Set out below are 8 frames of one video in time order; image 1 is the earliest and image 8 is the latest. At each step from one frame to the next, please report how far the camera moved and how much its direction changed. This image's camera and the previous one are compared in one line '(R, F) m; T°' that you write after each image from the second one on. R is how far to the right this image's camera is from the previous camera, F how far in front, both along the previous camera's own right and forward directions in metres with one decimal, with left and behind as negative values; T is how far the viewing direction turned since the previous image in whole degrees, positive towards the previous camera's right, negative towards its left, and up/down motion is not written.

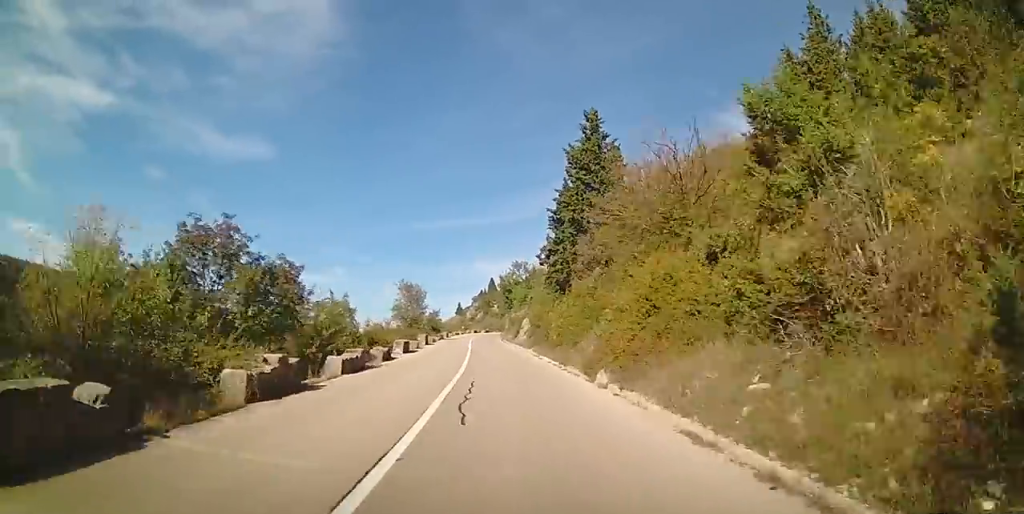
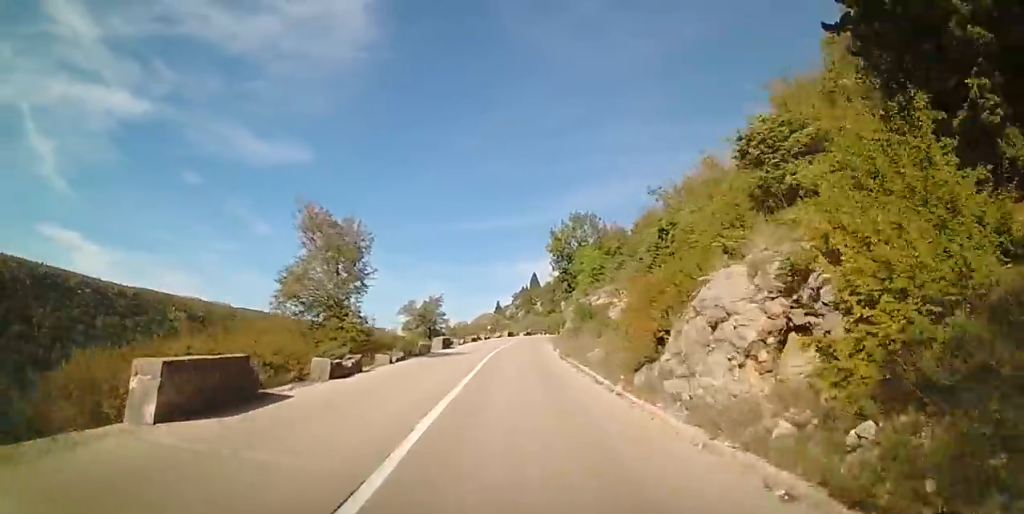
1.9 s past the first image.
(0.0, +30.8) m; 0°
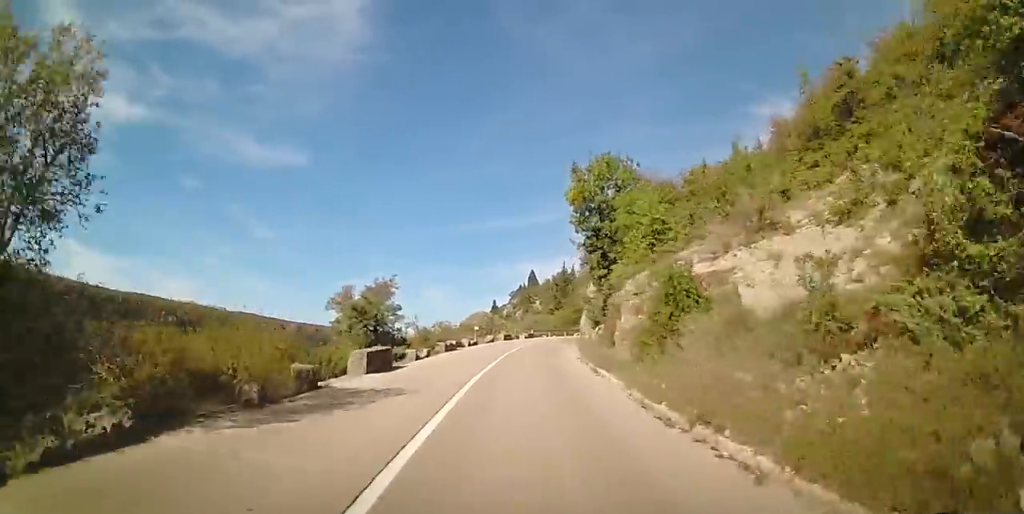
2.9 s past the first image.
(0.0, +15.3) m; -1°
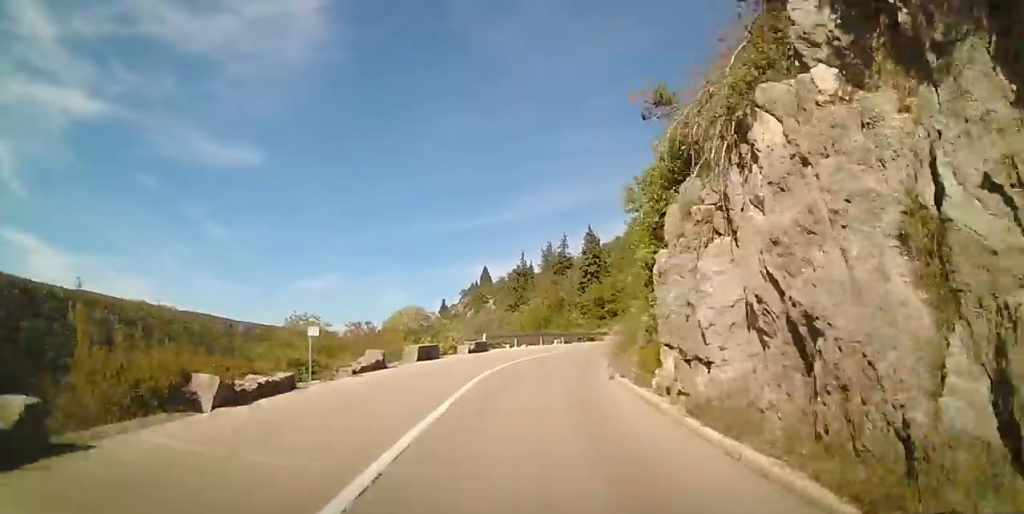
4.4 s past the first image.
(-0.4, +24.5) m; +2°
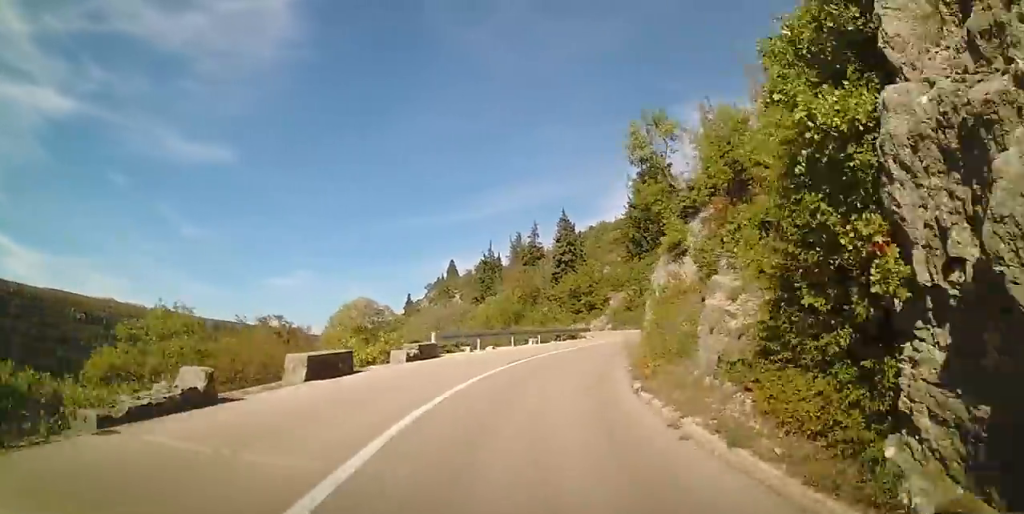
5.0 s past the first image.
(-0.1, +7.6) m; +4°
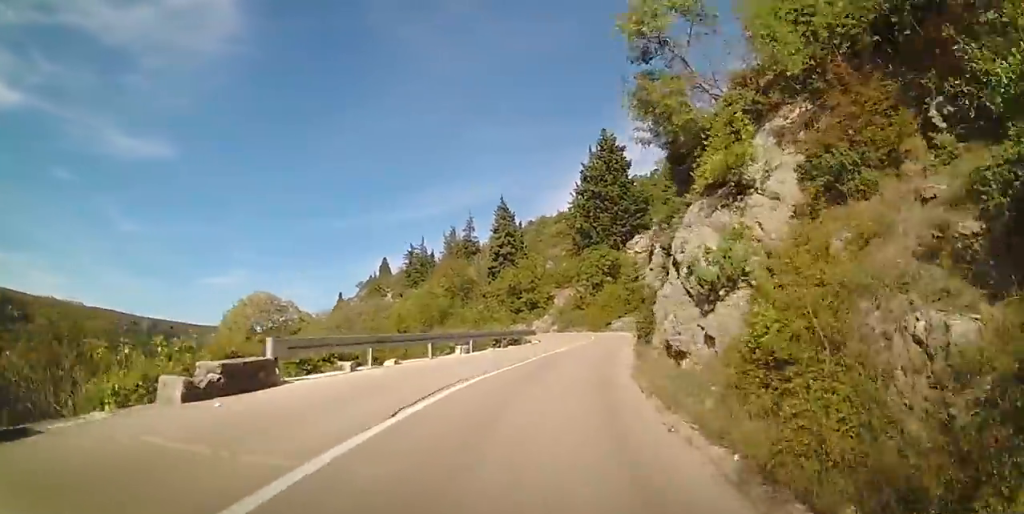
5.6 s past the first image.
(+0.7, +8.1) m; +7°
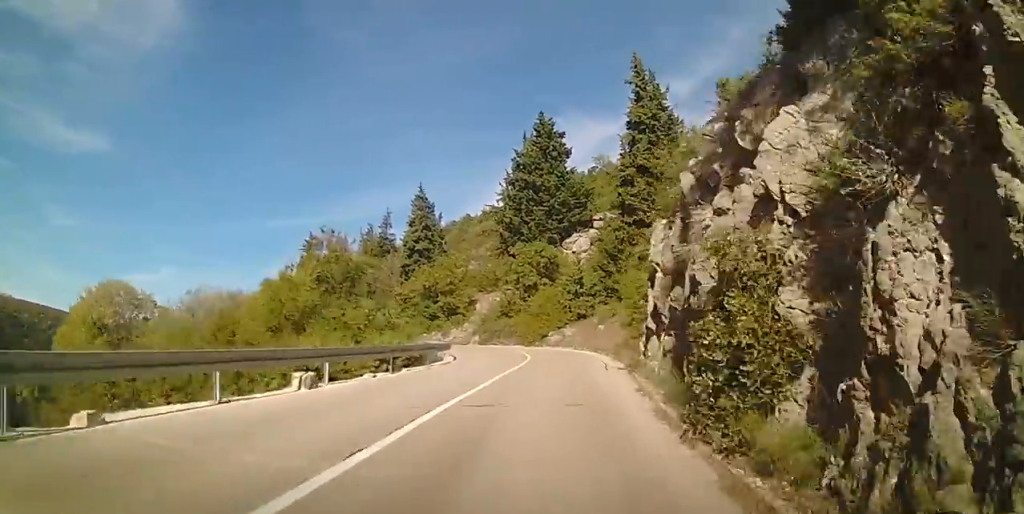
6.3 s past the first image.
(+0.6, +8.4) m; +5°
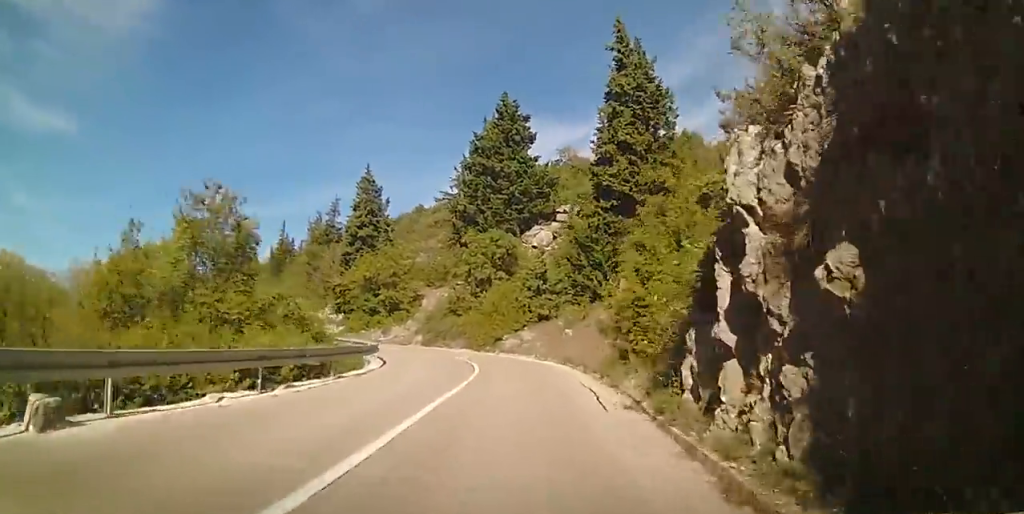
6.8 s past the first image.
(+0.4, +5.4) m; +2°
